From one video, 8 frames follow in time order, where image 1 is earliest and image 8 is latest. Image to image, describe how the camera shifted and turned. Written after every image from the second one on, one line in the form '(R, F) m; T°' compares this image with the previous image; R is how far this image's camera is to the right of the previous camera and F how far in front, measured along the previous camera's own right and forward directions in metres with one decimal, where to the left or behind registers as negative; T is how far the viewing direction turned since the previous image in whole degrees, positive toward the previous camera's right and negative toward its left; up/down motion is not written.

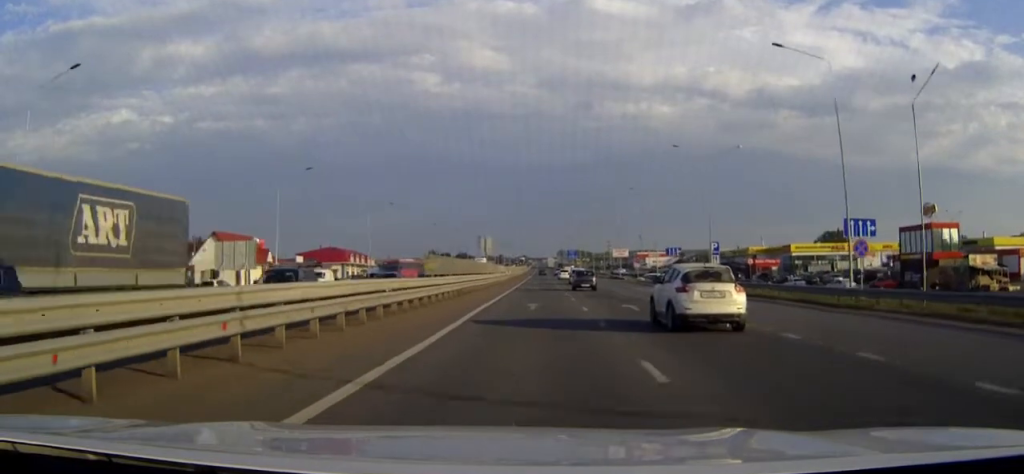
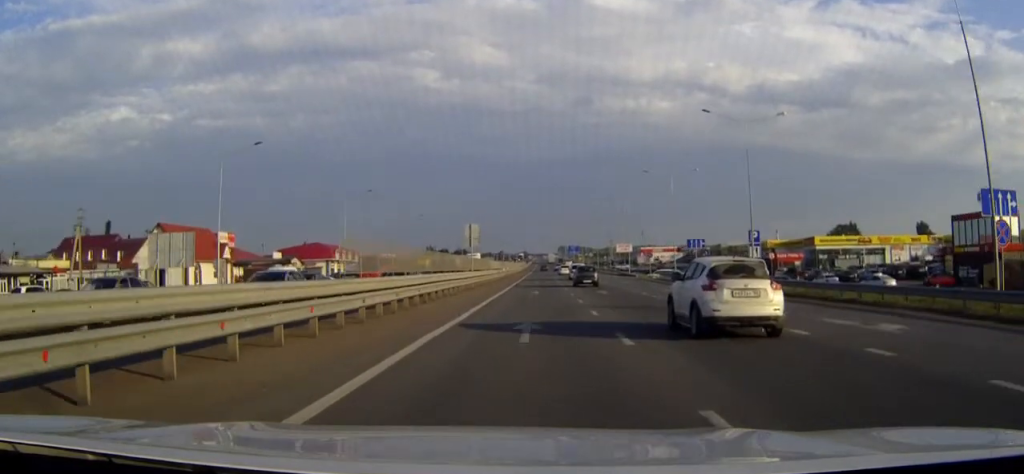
(0.0, +12.4) m; 0°
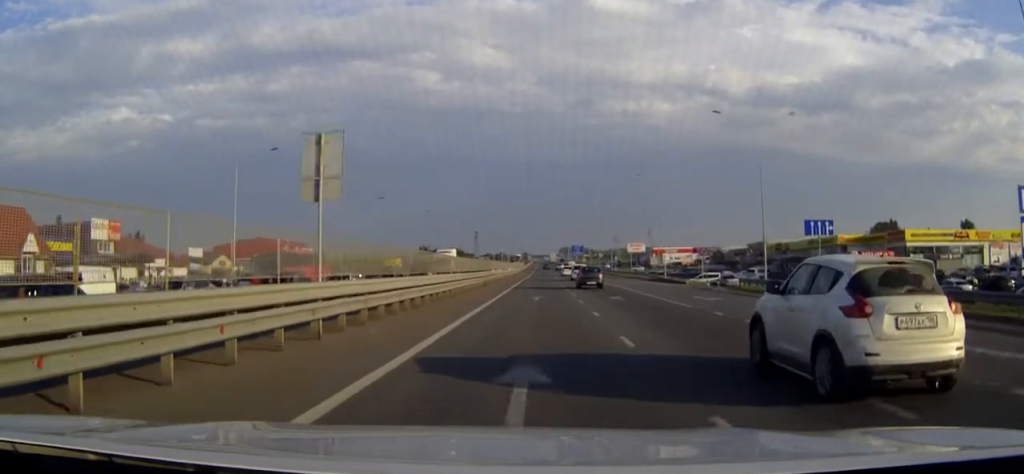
(-0.1, +32.7) m; 0°
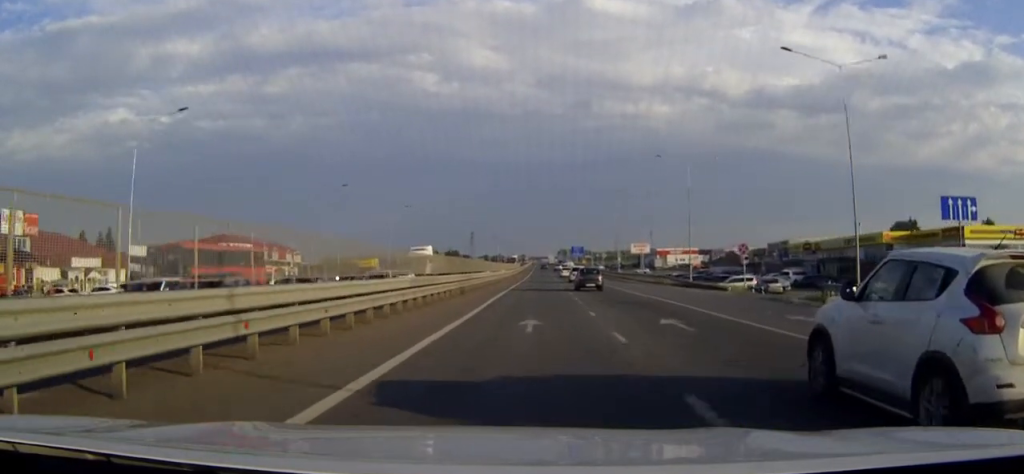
(0.0, +15.4) m; 0°
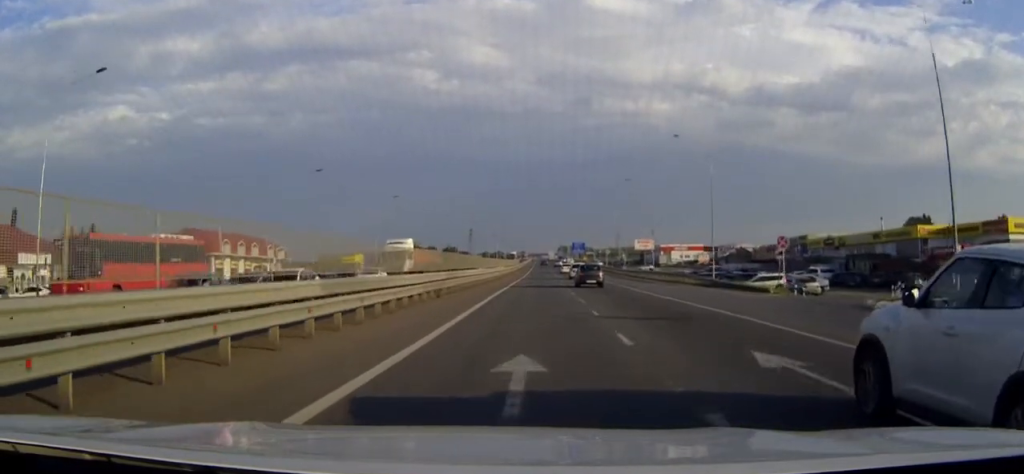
(0.0, +9.3) m; 0°
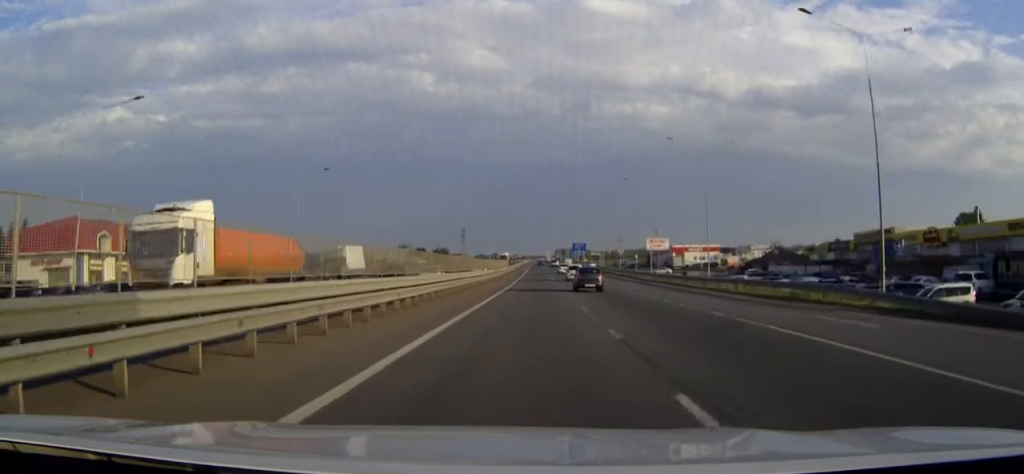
(+0.1, +31.4) m; 0°
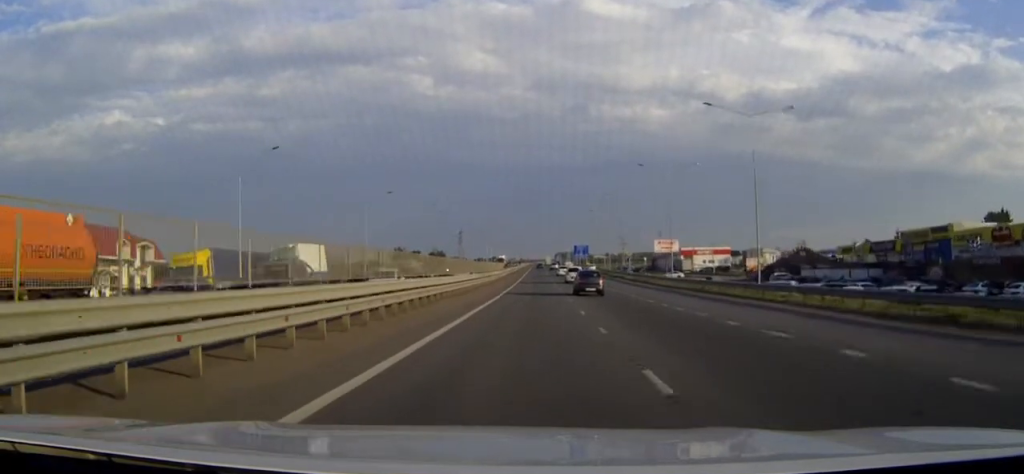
(0.0, +14.0) m; 0°
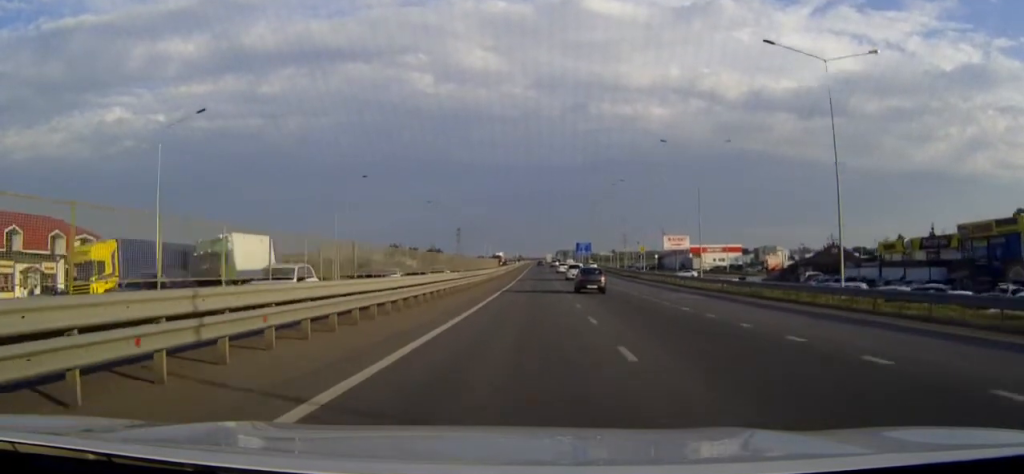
(-0.1, +13.1) m; 0°
